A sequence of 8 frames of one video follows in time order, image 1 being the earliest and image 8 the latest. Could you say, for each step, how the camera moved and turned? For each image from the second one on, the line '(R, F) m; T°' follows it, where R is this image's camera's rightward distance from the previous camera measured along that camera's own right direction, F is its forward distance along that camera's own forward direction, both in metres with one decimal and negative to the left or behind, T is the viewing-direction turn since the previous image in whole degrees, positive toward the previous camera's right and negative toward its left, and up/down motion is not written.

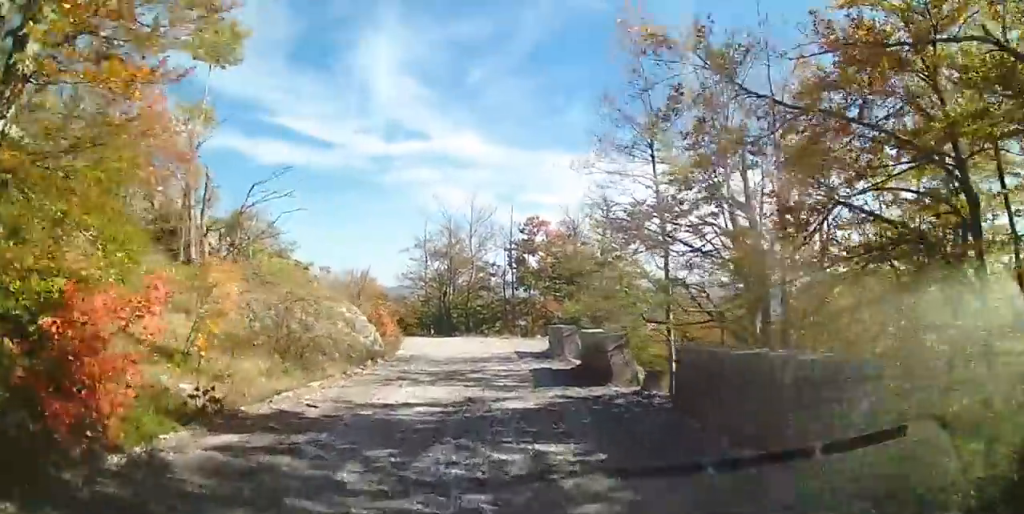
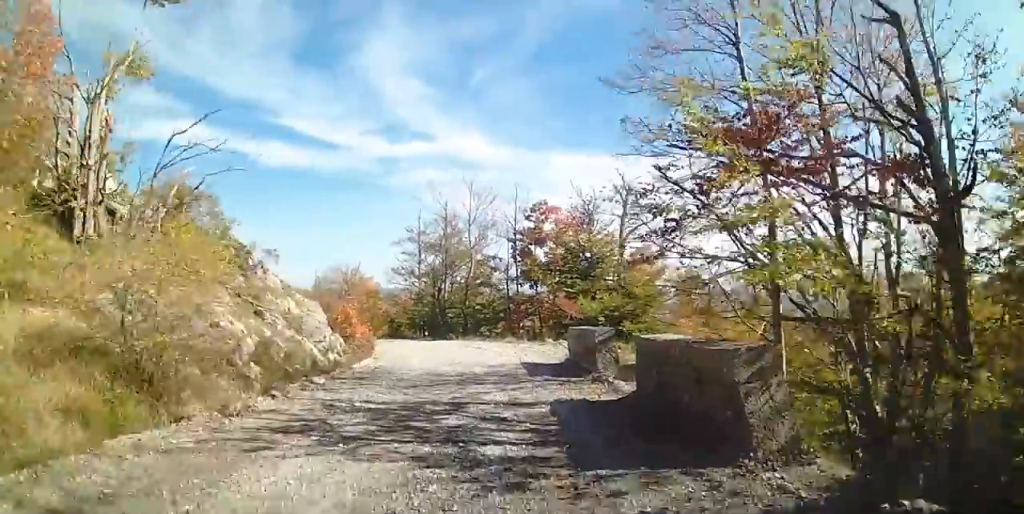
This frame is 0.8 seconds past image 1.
(0.0, +5.6) m; +1°
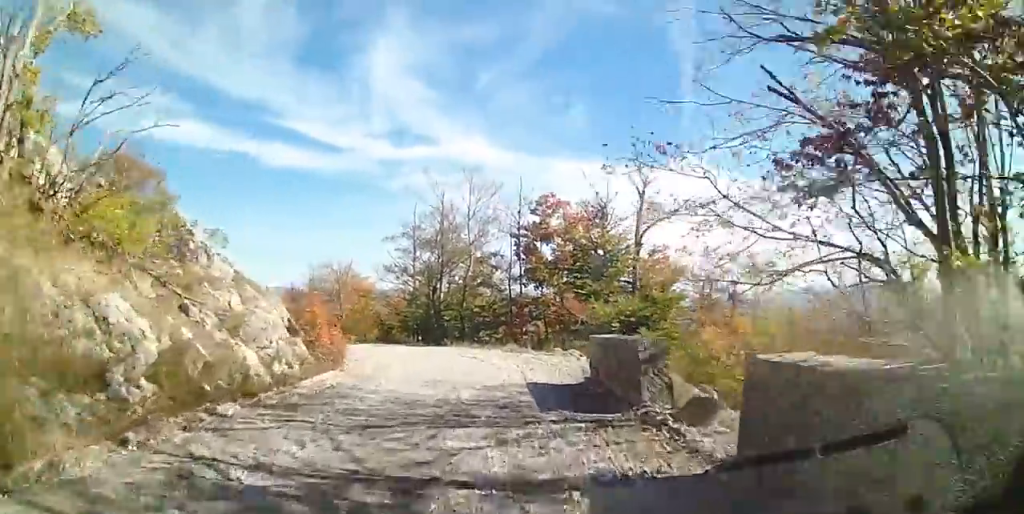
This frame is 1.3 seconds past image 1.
(0.0, +3.9) m; 0°
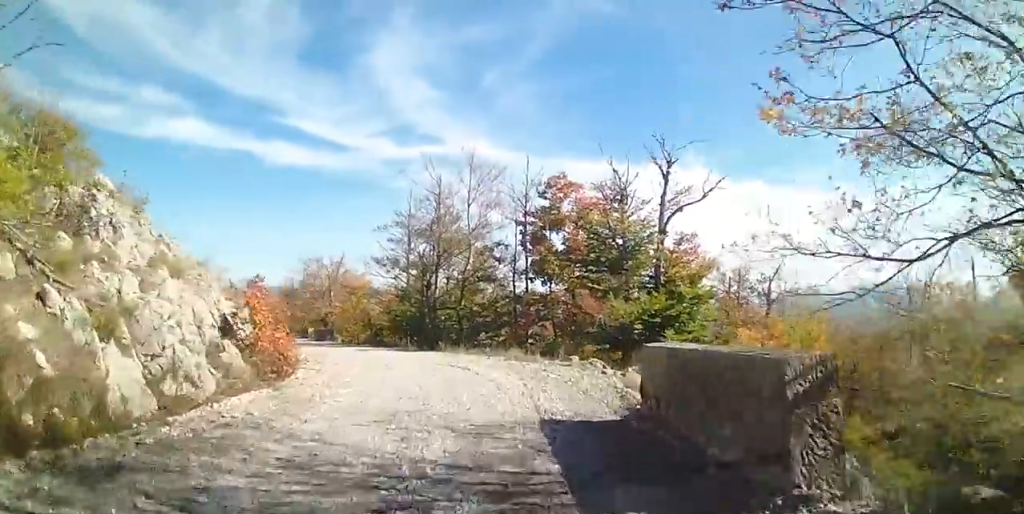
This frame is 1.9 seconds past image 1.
(+0.1, +4.5) m; 0°
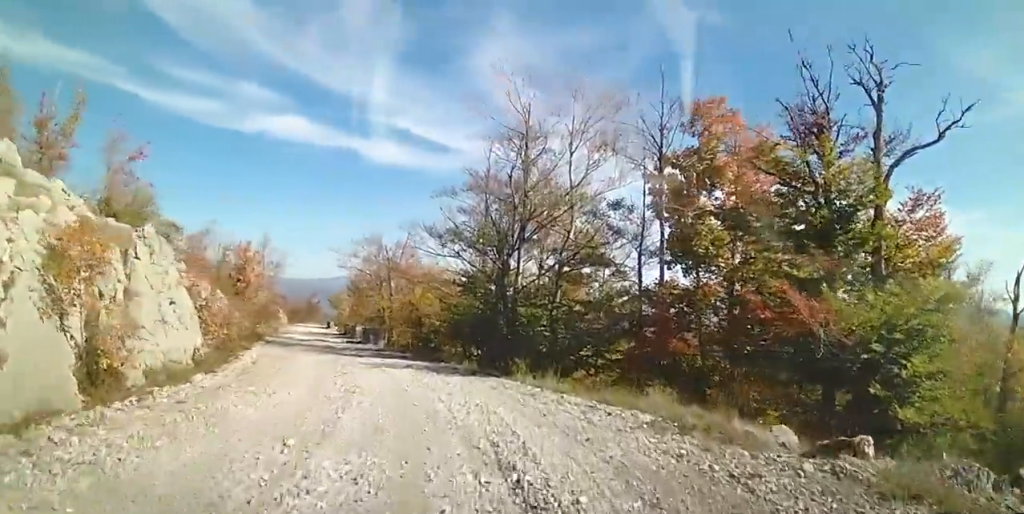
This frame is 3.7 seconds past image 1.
(-1.2, +12.5) m; -12°
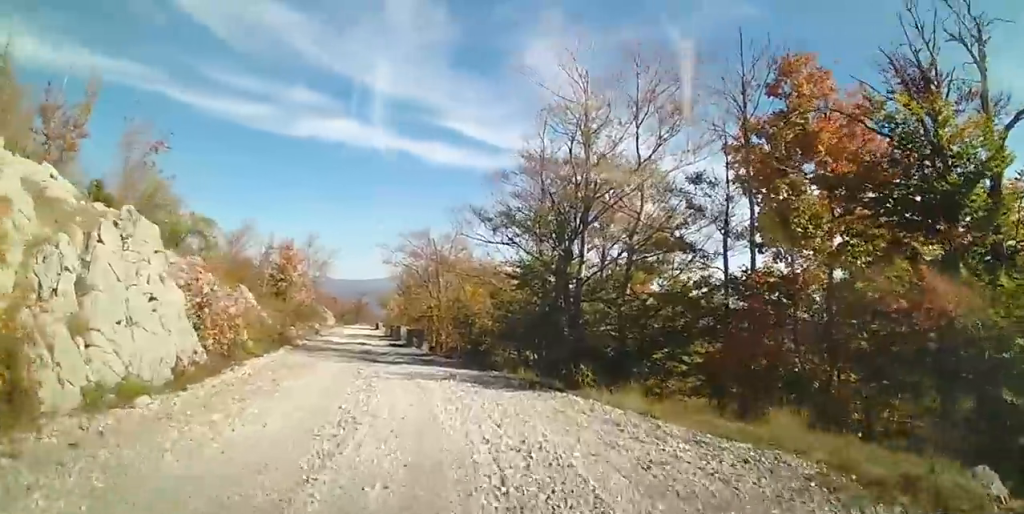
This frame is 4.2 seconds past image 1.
(-0.1, +3.3) m; -4°
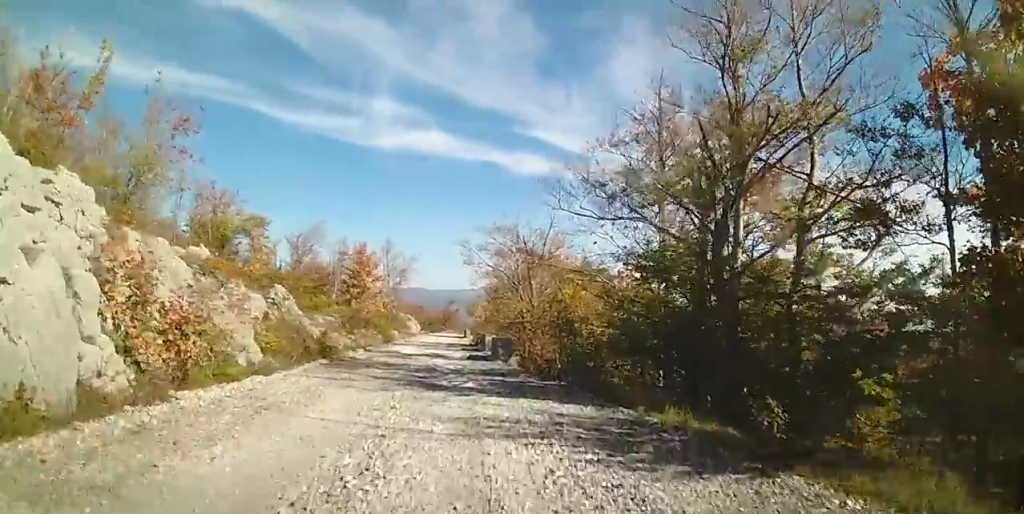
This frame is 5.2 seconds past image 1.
(-0.3, +6.2) m; -10°
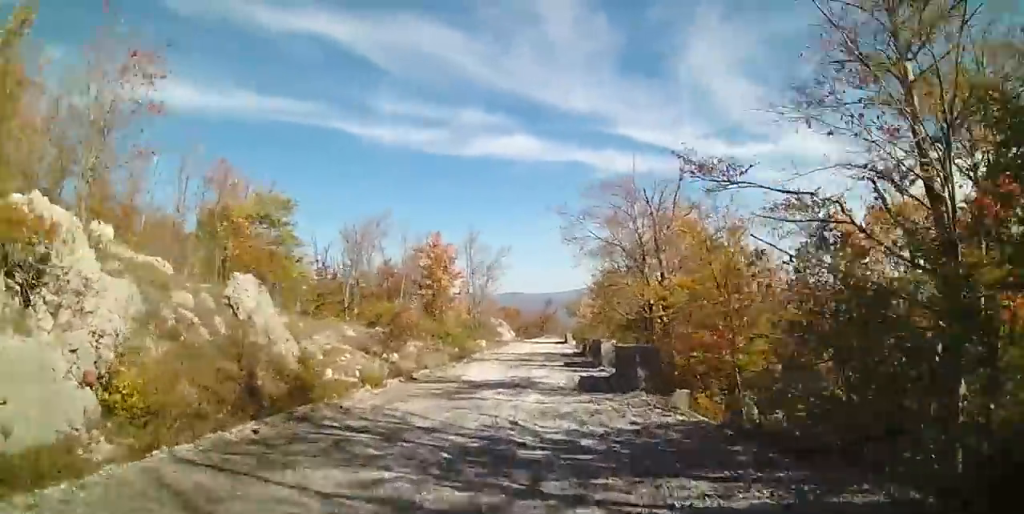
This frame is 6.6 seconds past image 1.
(-1.4, +9.8) m; -8°
